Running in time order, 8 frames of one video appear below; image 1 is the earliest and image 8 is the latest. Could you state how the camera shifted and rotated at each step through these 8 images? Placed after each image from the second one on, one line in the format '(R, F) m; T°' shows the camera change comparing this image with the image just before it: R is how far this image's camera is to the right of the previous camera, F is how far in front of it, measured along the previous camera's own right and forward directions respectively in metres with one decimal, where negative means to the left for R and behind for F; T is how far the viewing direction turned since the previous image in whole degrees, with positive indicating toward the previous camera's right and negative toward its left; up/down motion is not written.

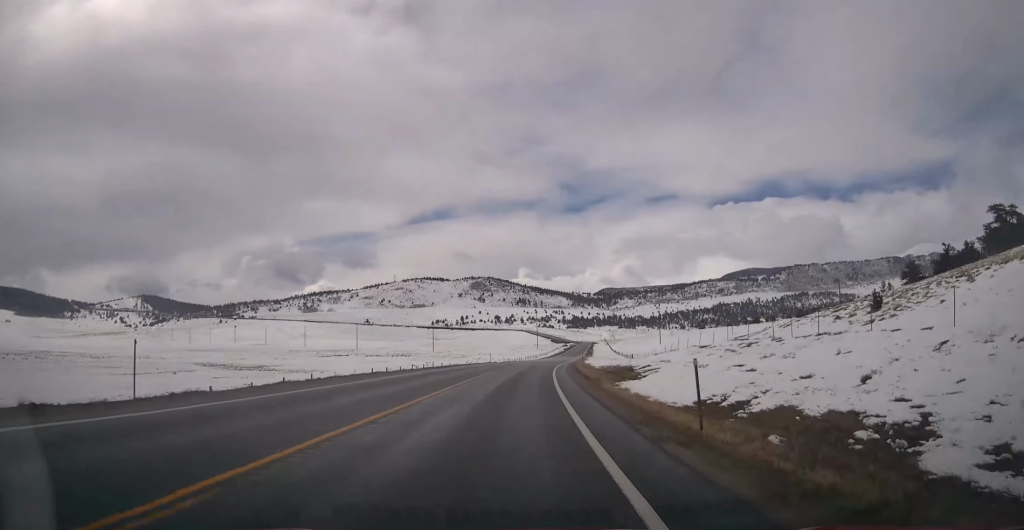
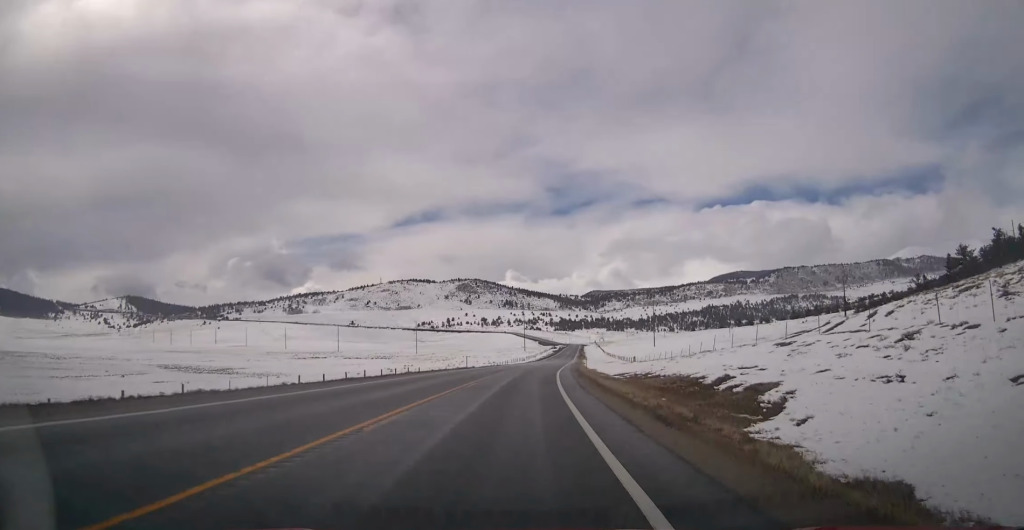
(+0.2, +17.2) m; +1°
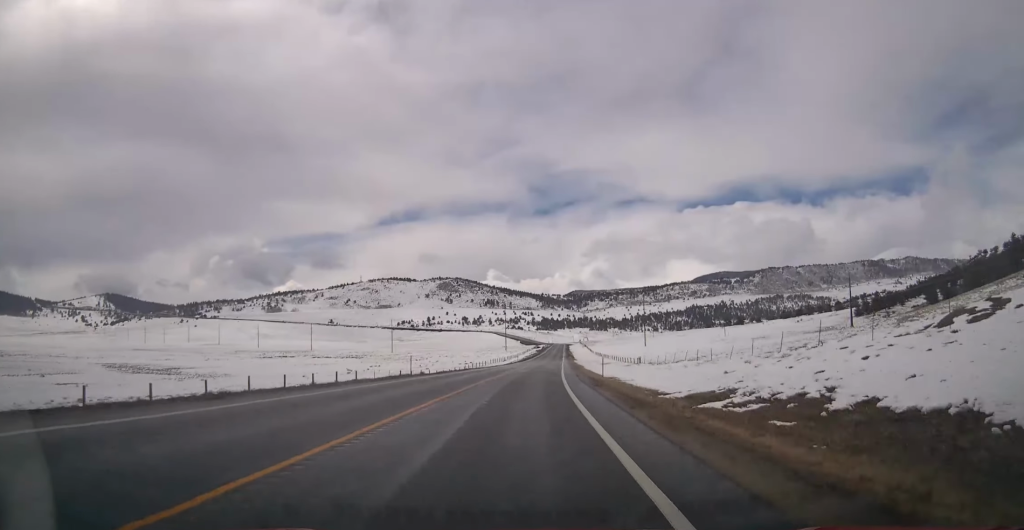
(+0.1, +21.0) m; +2°
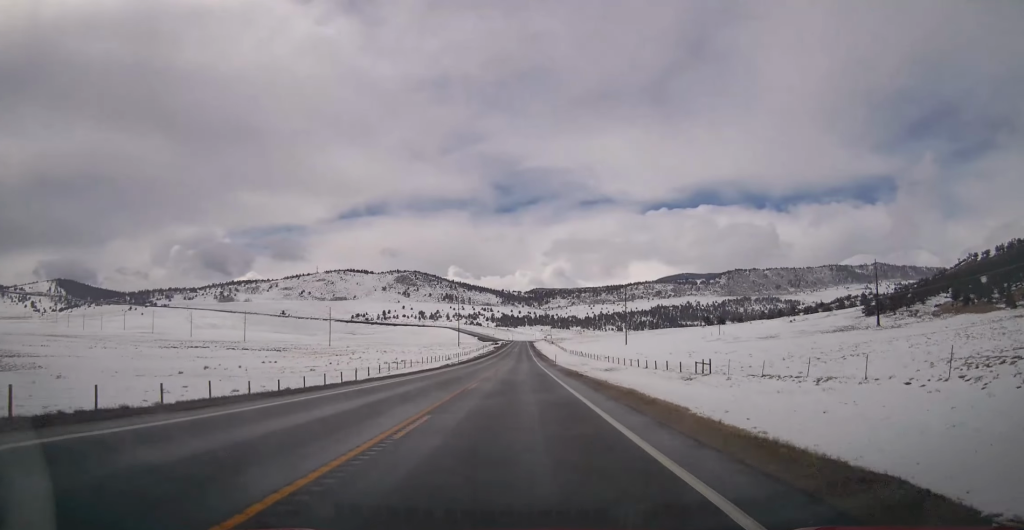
(+2.2, +51.2) m; +4°
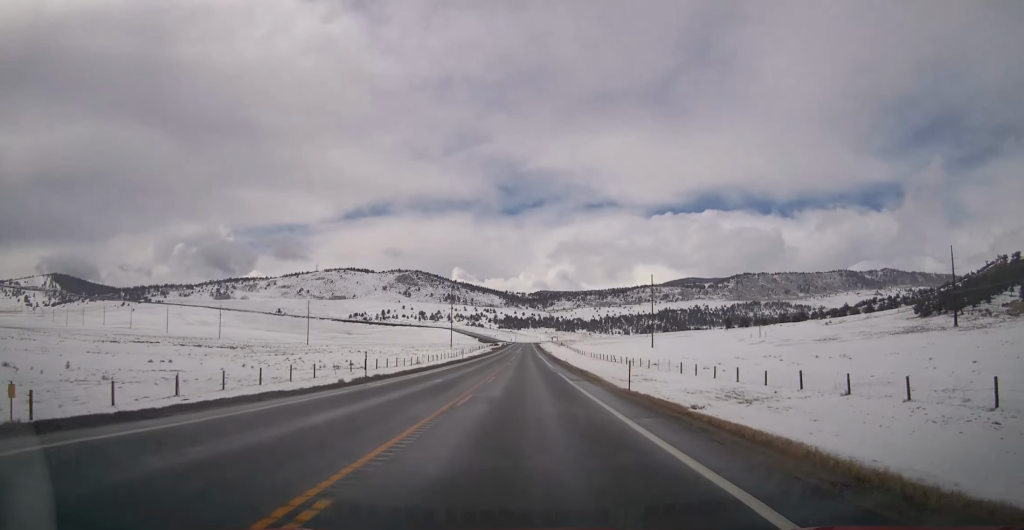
(+0.5, +42.5) m; +1°
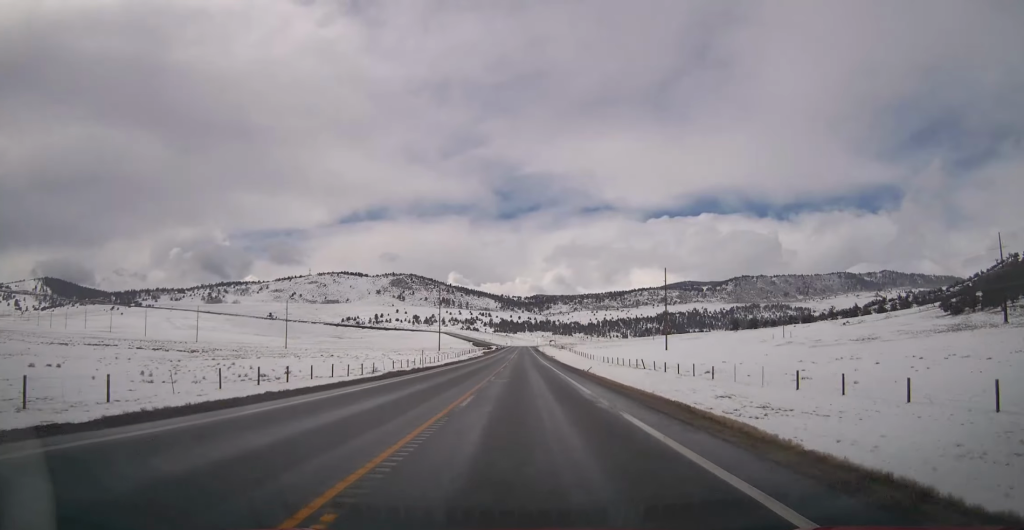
(+0.1, +24.4) m; 0°
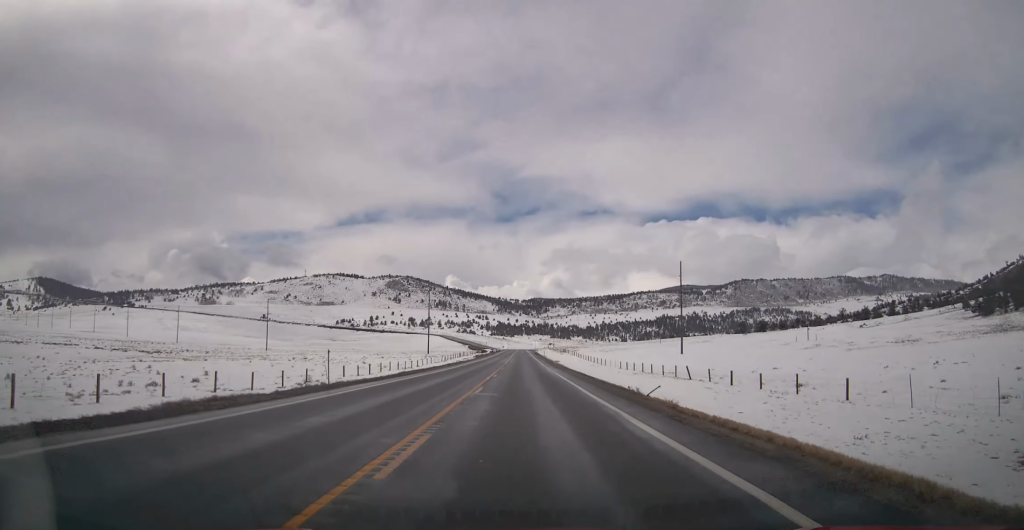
(-0.1, +20.3) m; 0°
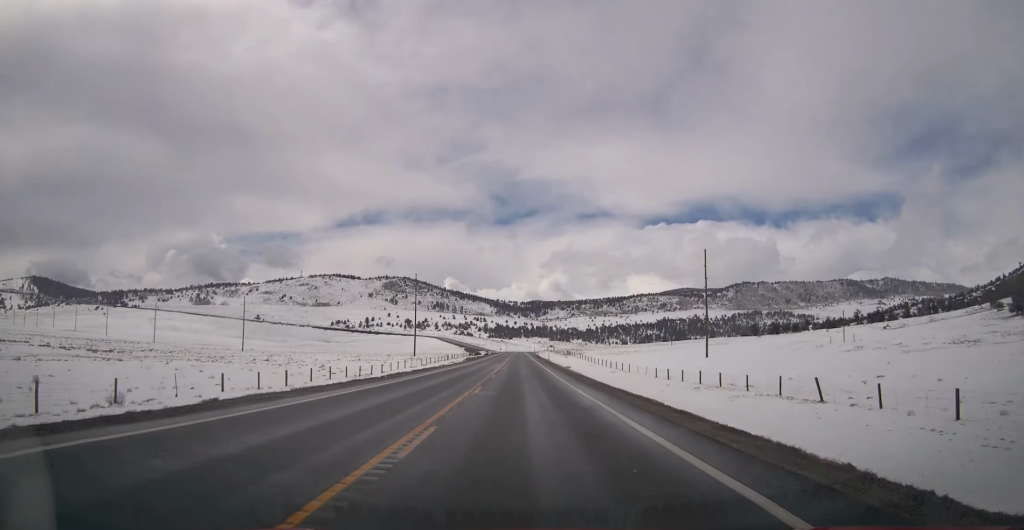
(0.0, +23.0) m; 0°
